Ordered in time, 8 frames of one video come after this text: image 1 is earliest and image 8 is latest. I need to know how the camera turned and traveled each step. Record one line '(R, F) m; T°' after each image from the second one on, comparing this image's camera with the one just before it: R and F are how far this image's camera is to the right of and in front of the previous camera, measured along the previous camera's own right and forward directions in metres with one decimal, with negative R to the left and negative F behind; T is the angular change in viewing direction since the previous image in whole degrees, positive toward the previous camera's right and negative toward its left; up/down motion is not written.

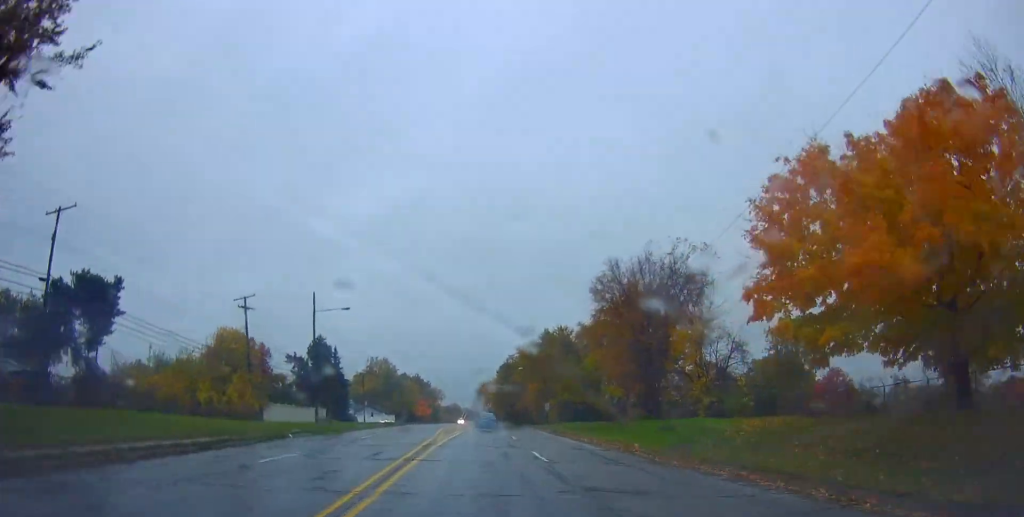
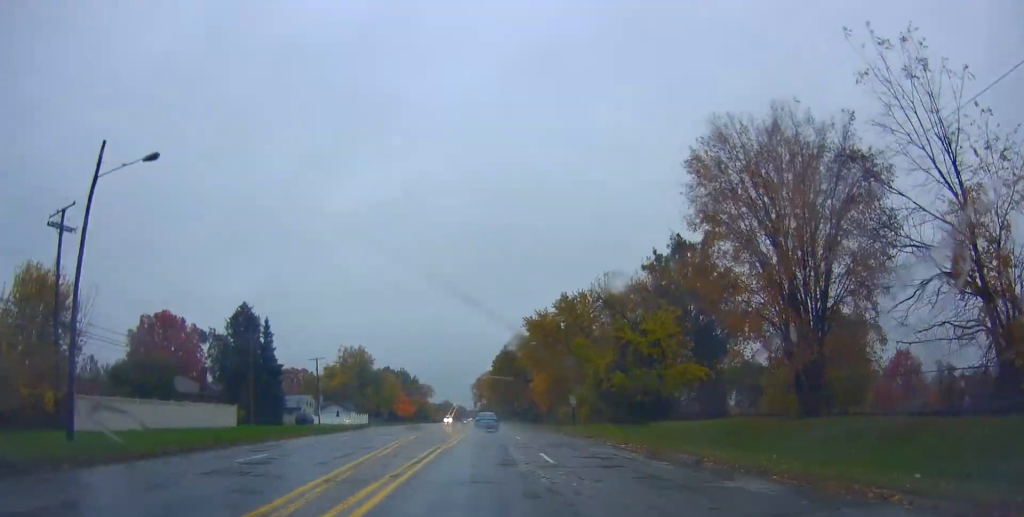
(+0.3, +28.1) m; -1°
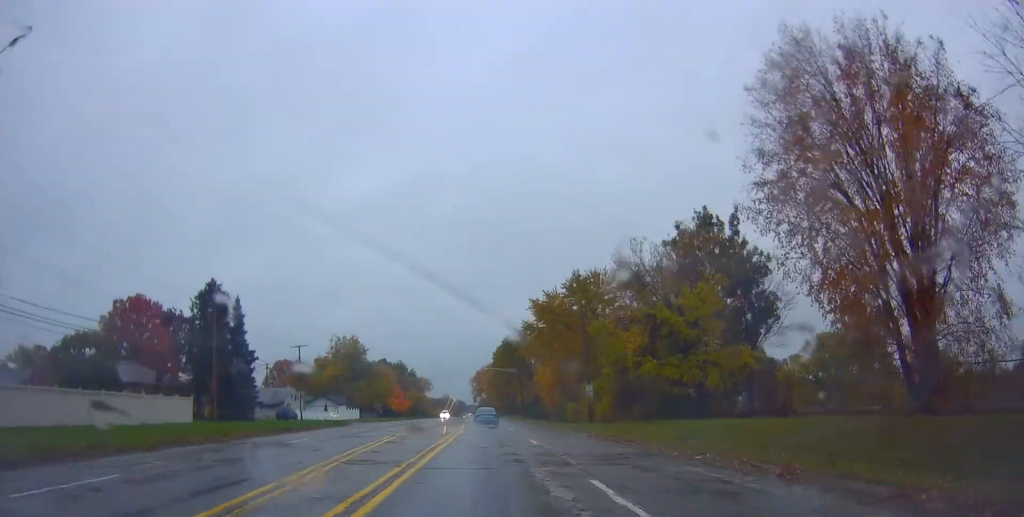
(-0.3, +8.5) m; -1°
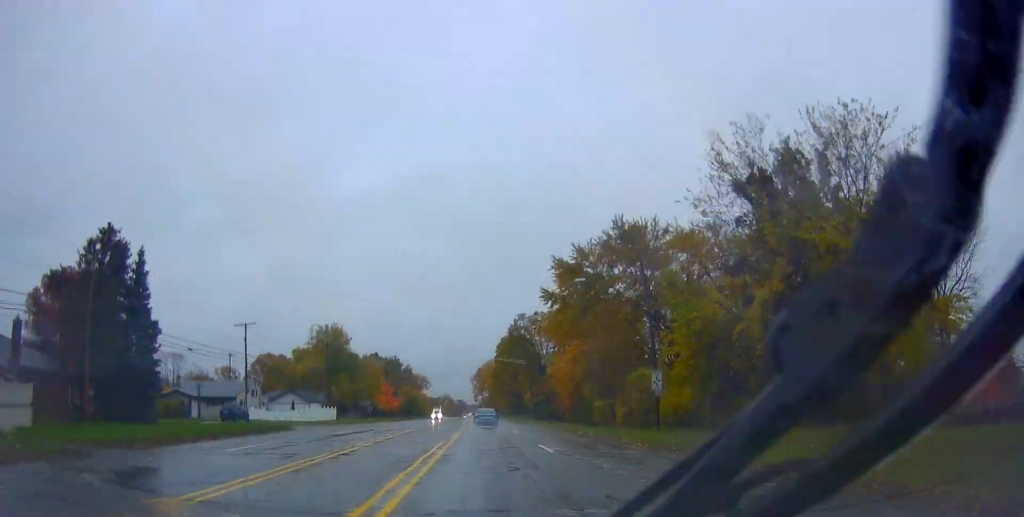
(-0.2, +18.9) m; +2°
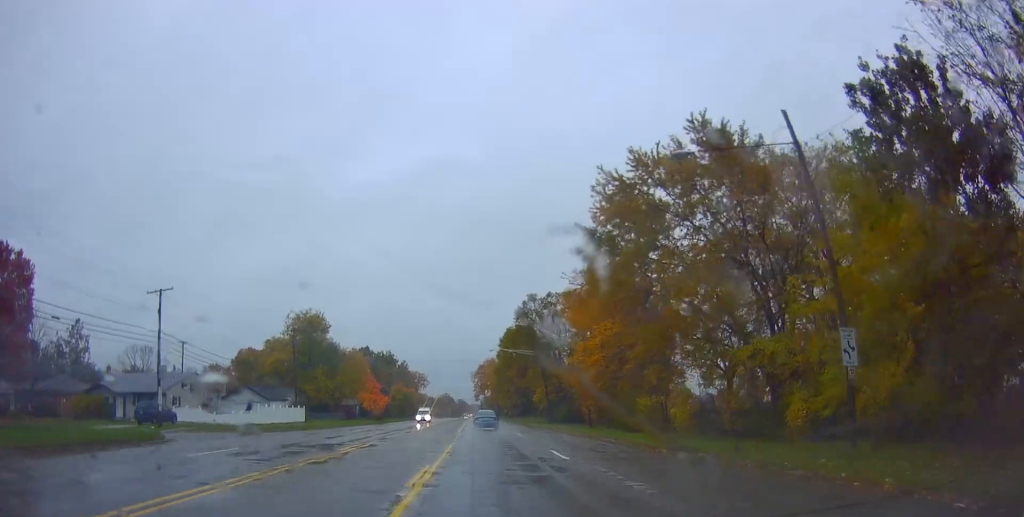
(+0.6, +17.7) m; +1°
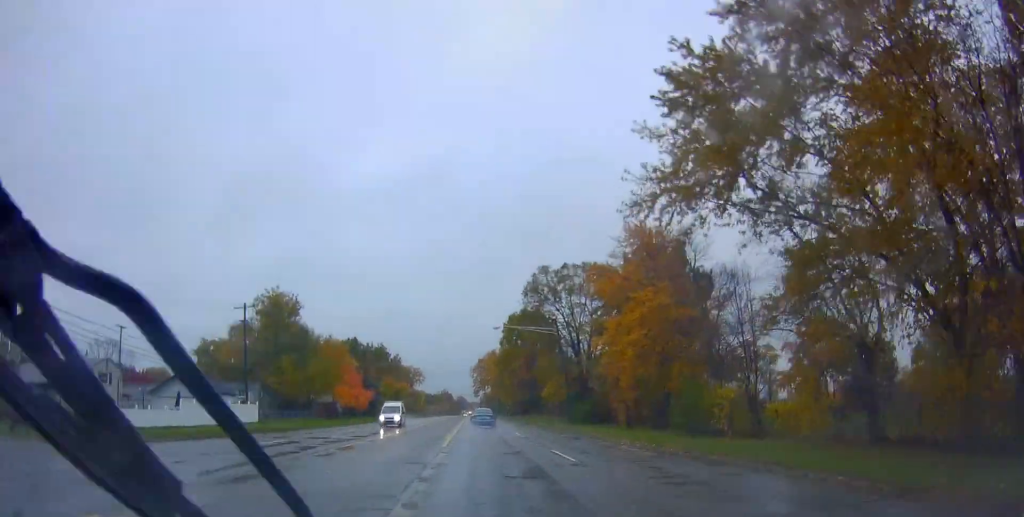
(-0.1, +16.5) m; -1°
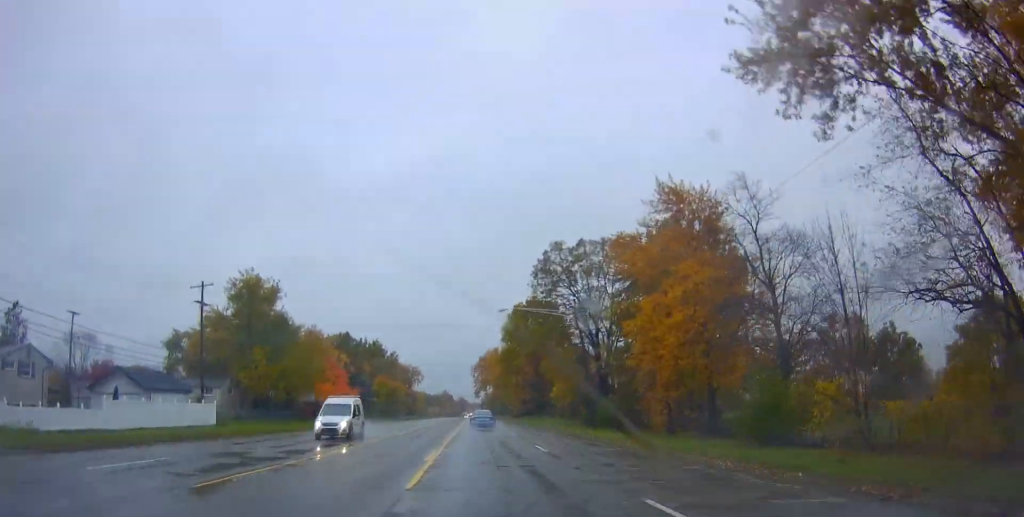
(-0.1, +10.4) m; -1°
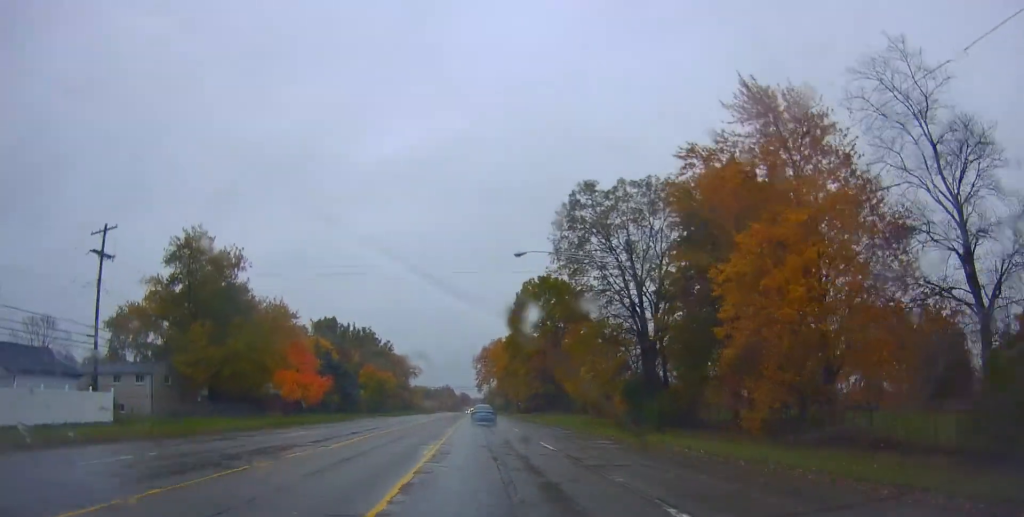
(-0.3, +15.9) m; 0°
